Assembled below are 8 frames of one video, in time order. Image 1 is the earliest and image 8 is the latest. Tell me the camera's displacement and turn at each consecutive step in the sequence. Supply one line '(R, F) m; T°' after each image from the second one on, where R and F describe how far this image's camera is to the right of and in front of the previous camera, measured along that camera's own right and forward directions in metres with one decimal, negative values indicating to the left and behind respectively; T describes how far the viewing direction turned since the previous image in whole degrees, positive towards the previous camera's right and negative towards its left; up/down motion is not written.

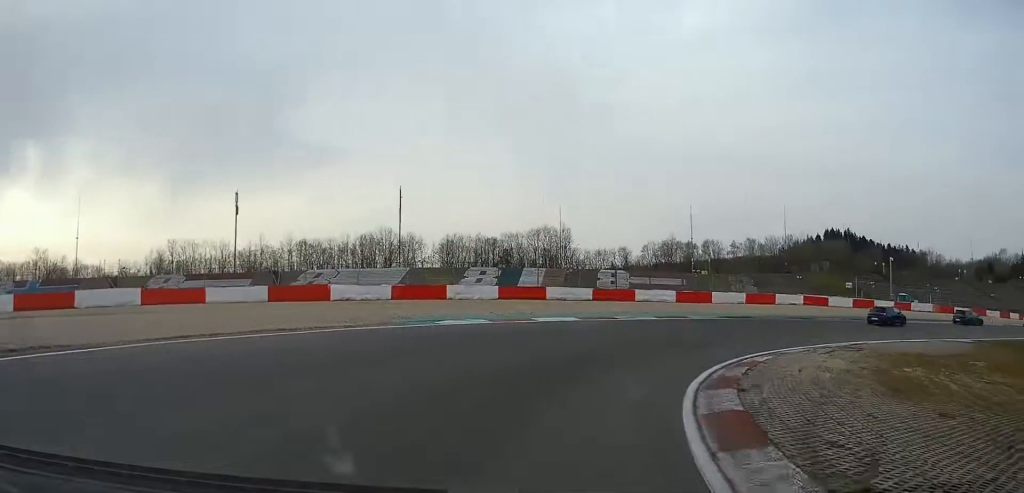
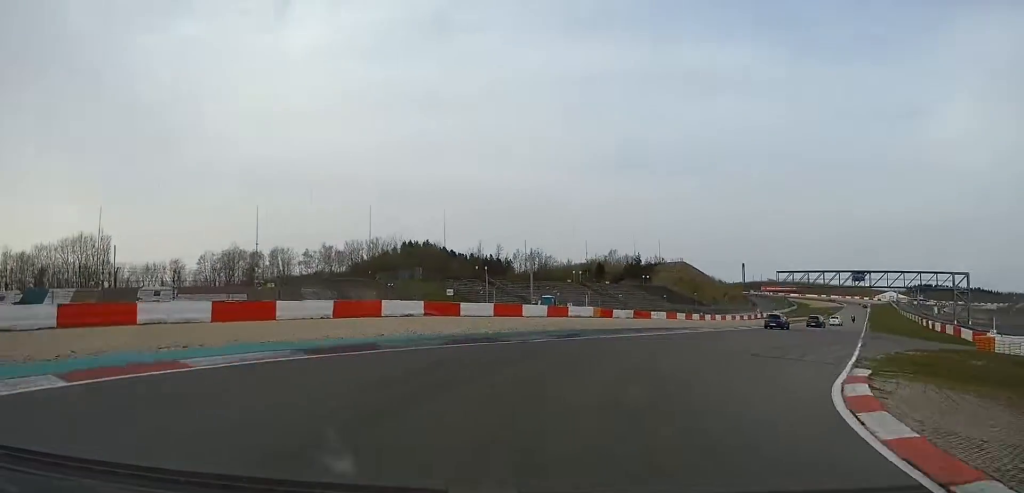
(+8.4, +26.3) m; +35°
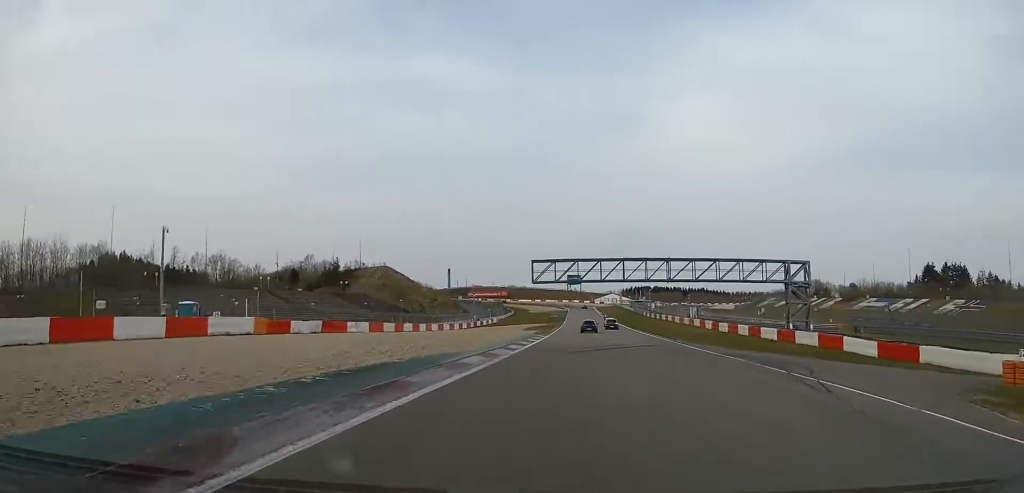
(+5.9, +27.8) m; +19°
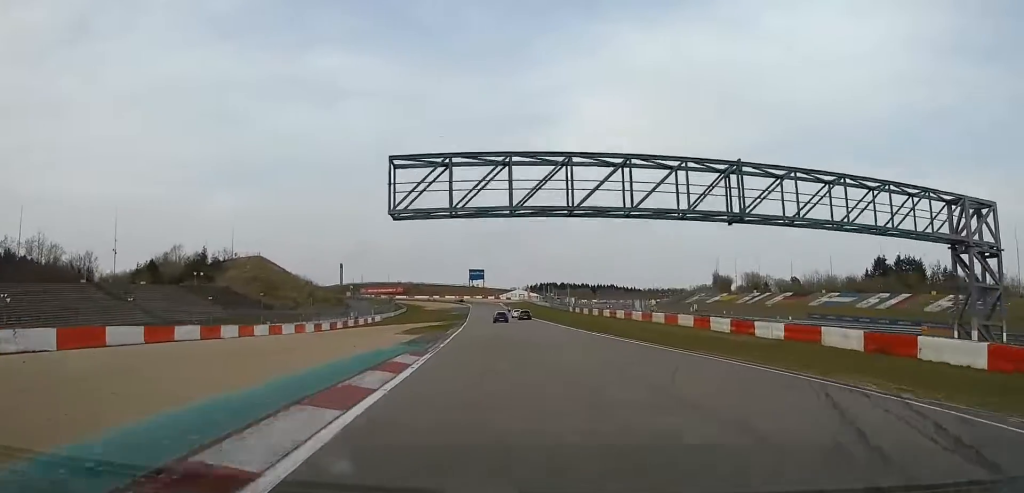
(+5.0, +38.0) m; +9°
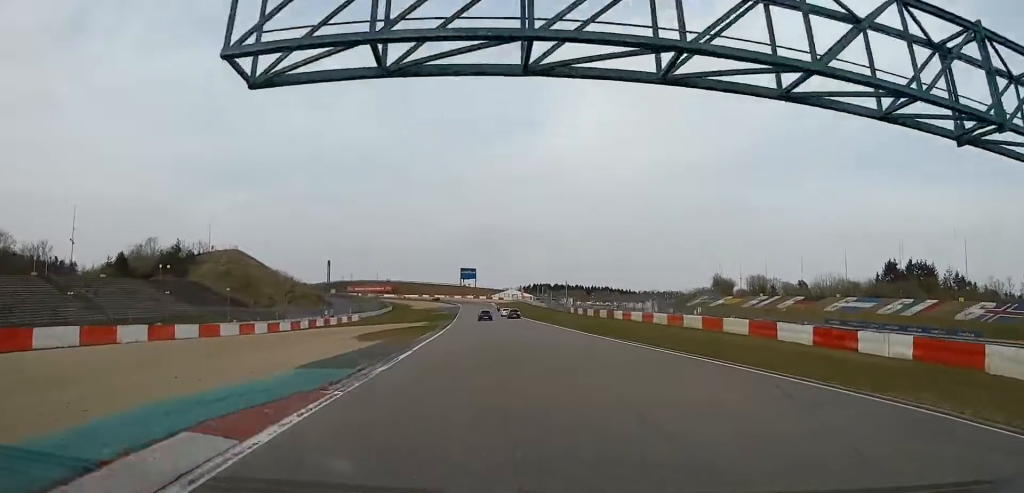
(+0.5, +14.0) m; +1°
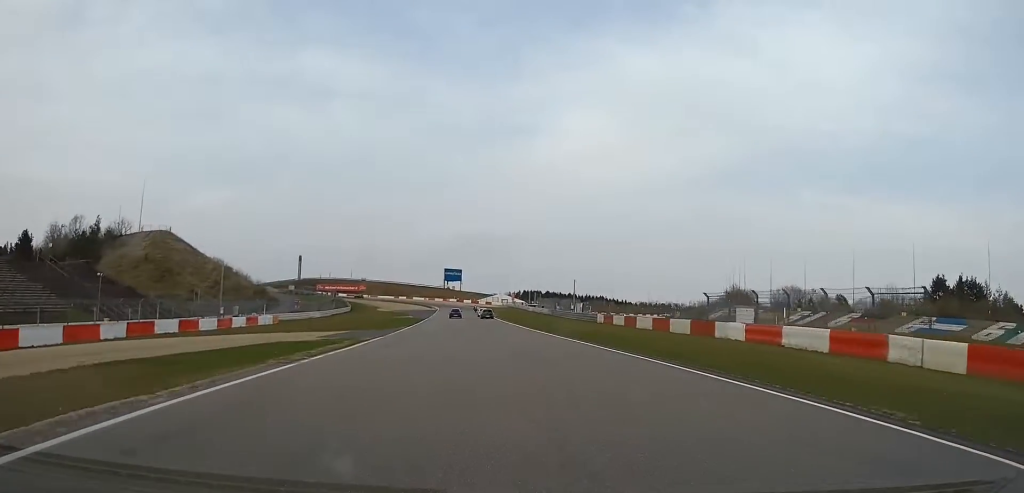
(-0.4, +41.9) m; -1°
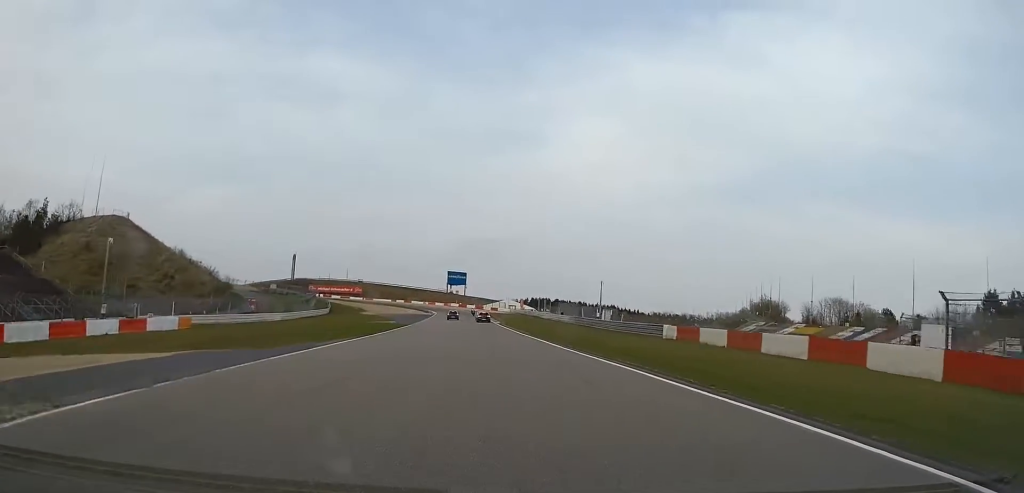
(-0.2, +26.2) m; +1°
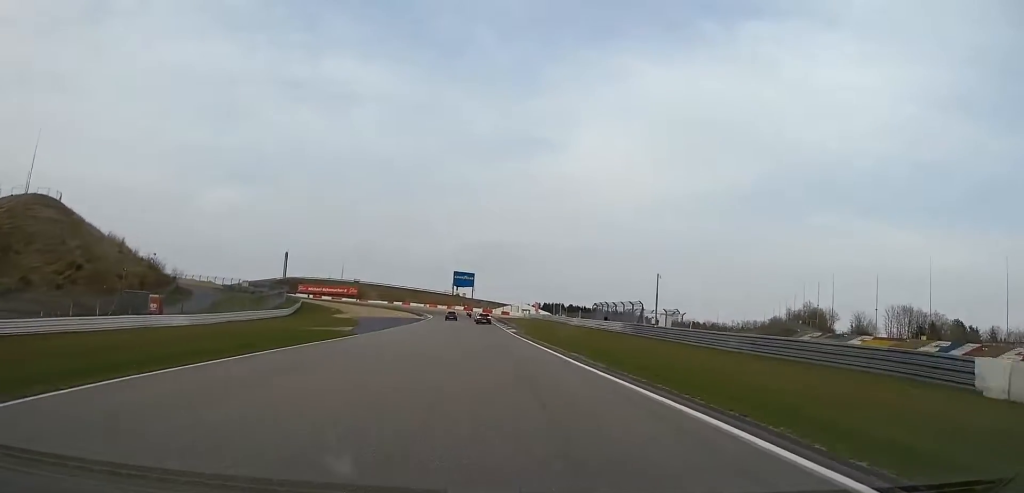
(+0.5, +31.9) m; 0°
